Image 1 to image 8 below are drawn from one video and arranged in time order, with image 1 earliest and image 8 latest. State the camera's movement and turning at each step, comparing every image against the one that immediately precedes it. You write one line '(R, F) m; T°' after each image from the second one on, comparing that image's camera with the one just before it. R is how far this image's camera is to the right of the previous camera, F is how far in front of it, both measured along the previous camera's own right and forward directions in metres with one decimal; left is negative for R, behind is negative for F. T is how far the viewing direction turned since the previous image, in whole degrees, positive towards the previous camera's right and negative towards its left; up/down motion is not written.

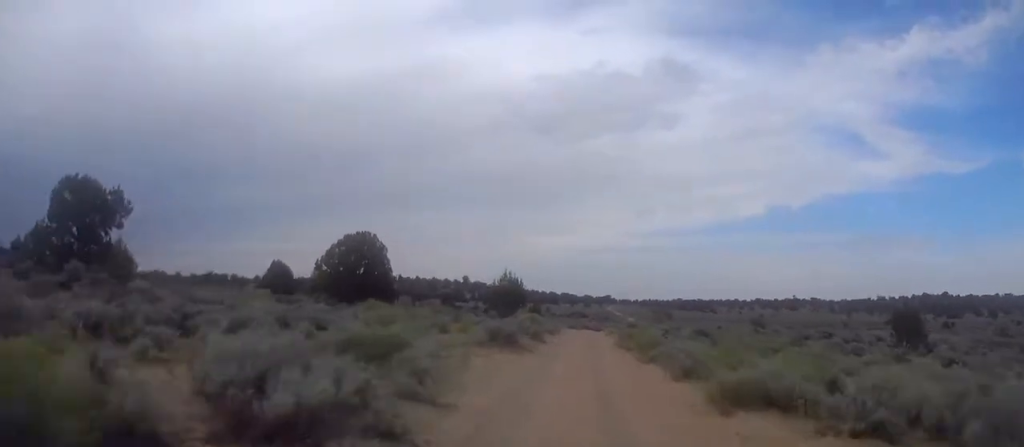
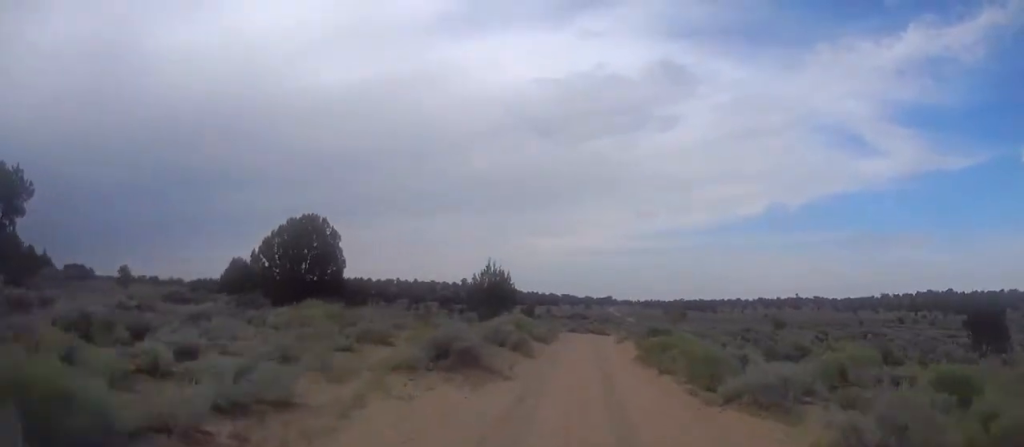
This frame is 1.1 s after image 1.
(0.0, +9.7) m; 0°
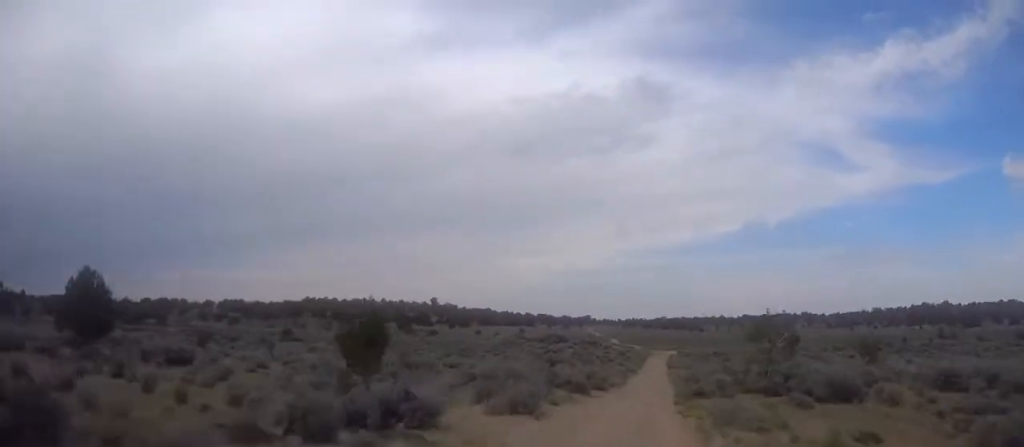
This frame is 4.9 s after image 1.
(+1.1, +35.7) m; +4°
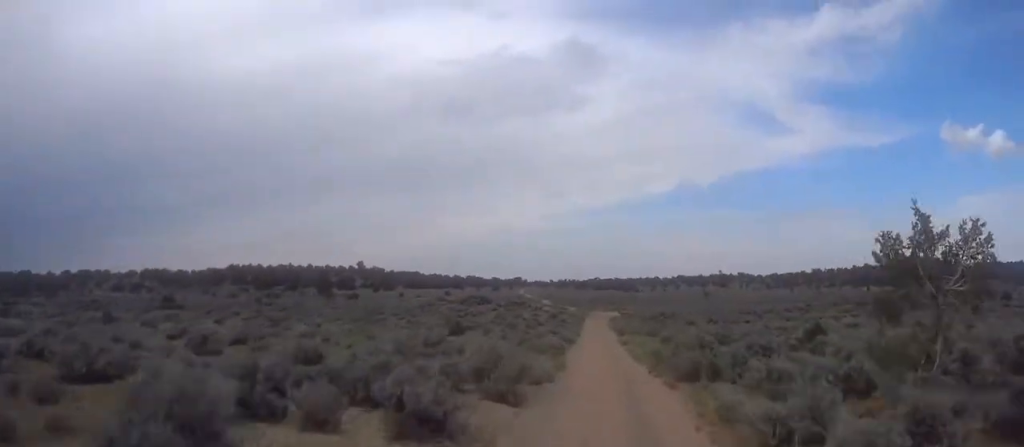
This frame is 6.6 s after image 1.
(+0.6, +16.8) m; +3°
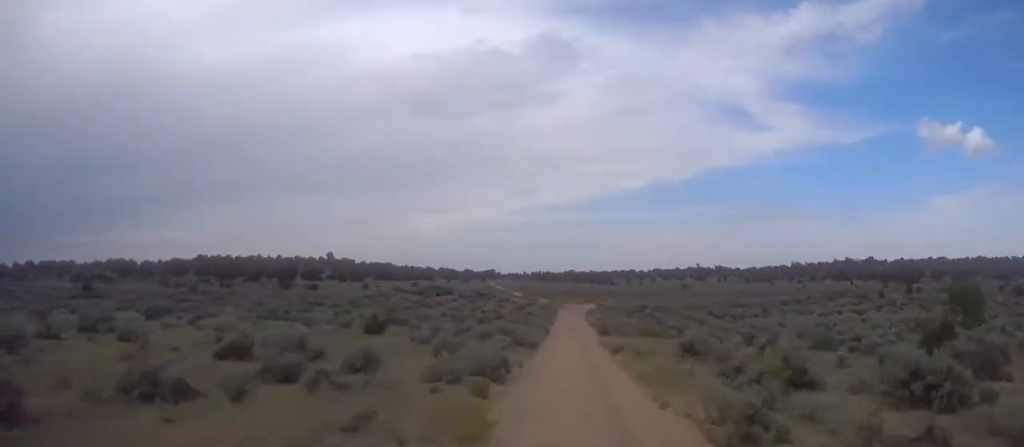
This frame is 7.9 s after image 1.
(+0.2, +13.3) m; +1°
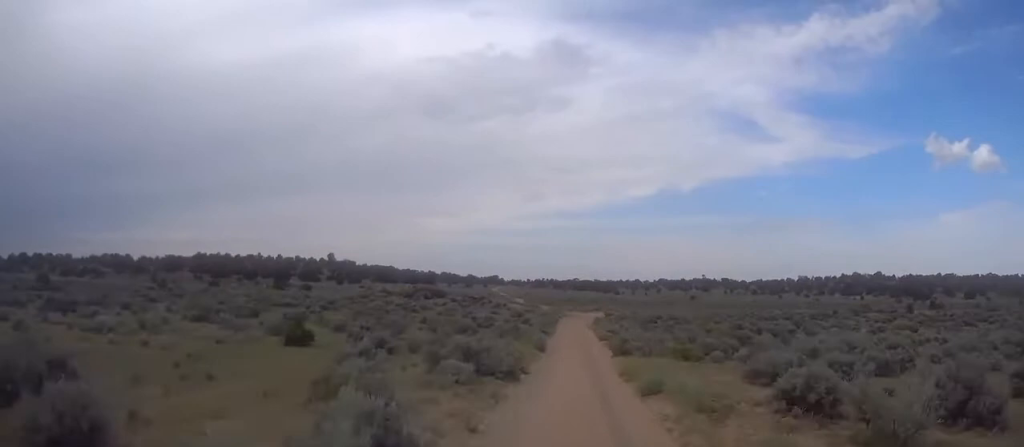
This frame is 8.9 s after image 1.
(+0.1, +9.4) m; 0°
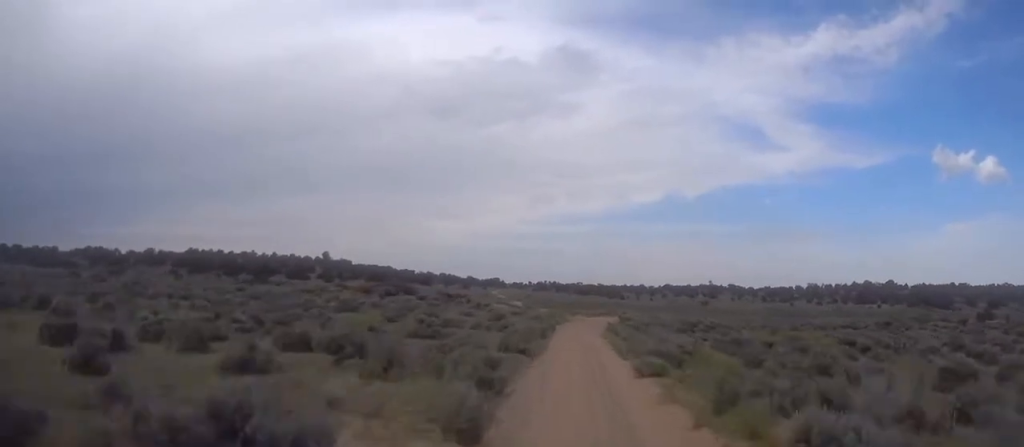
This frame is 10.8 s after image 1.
(+0.1, +19.7) m; 0°
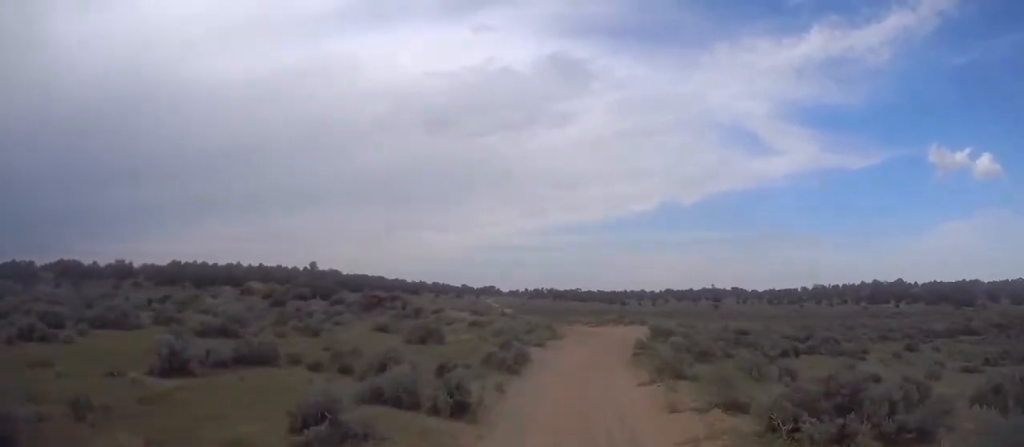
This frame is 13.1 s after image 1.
(+0.2, +23.3) m; +2°
